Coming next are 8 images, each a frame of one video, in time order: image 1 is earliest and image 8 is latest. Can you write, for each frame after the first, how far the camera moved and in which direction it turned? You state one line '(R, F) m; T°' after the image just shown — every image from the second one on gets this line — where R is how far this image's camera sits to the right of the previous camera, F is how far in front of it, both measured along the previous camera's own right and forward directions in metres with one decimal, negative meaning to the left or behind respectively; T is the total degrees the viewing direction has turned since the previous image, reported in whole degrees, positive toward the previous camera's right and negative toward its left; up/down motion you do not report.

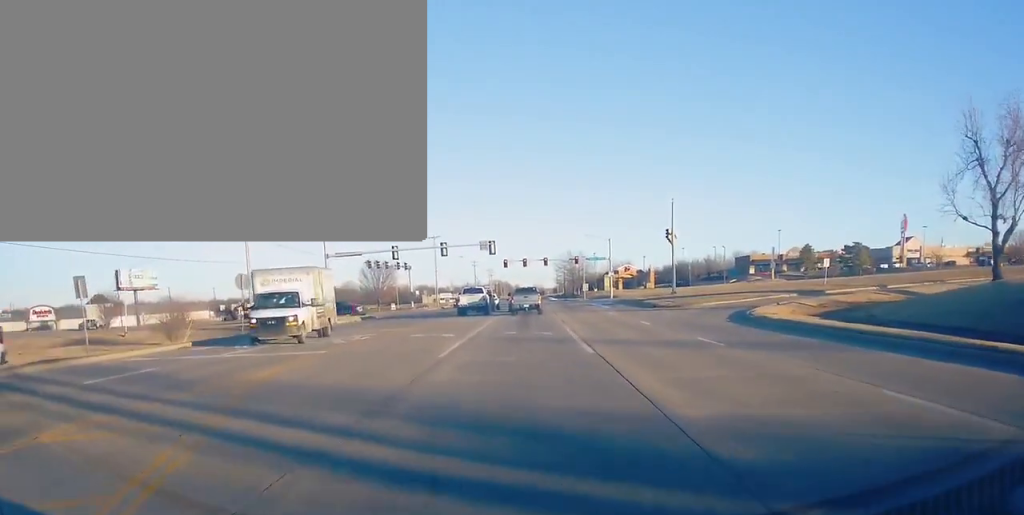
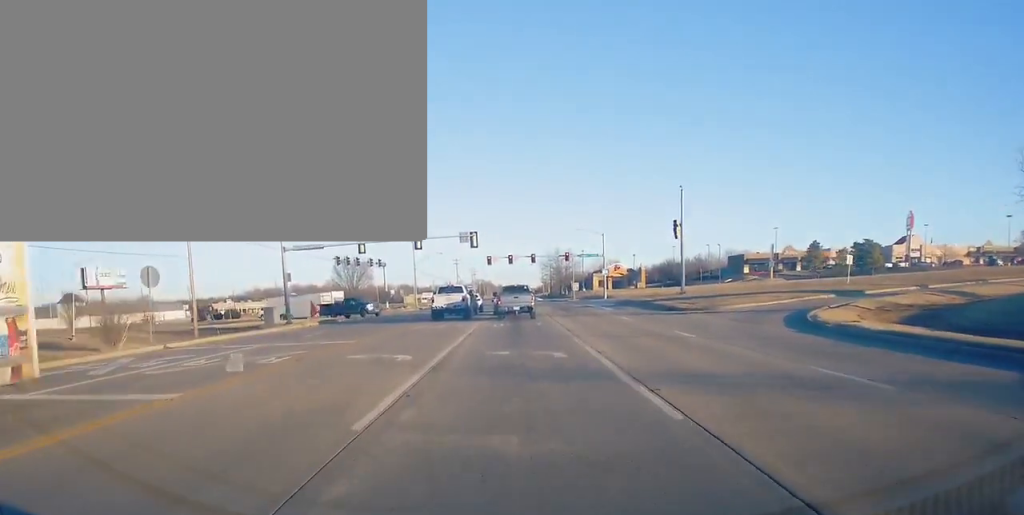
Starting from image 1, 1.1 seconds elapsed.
(+0.2, +10.2) m; +3°
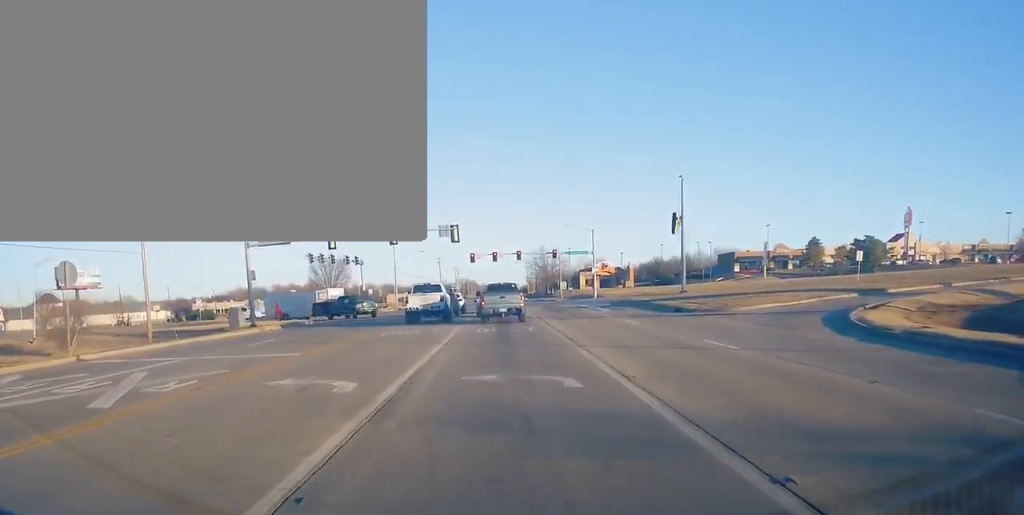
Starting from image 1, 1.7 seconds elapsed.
(+0.1, +5.9) m; +1°
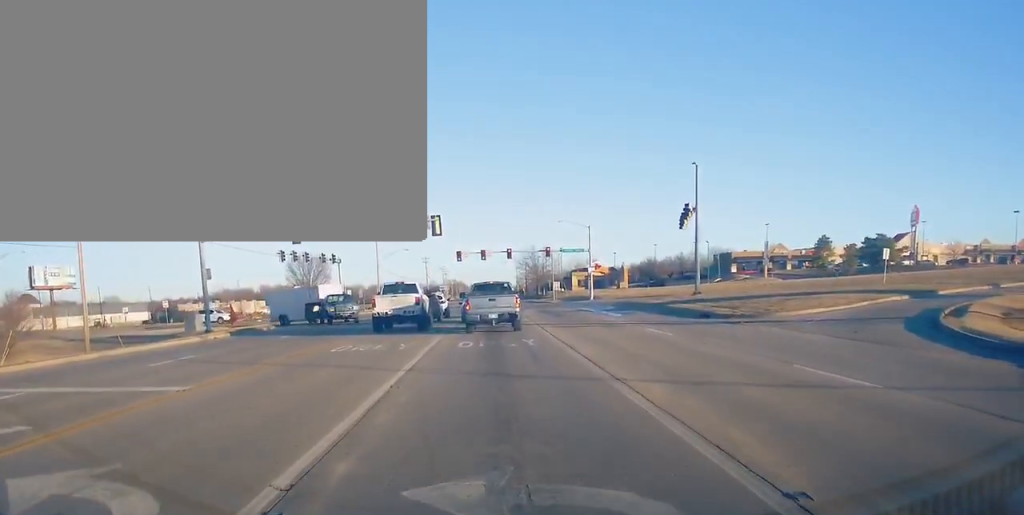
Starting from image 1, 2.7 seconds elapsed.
(0.0, +7.7) m; 0°
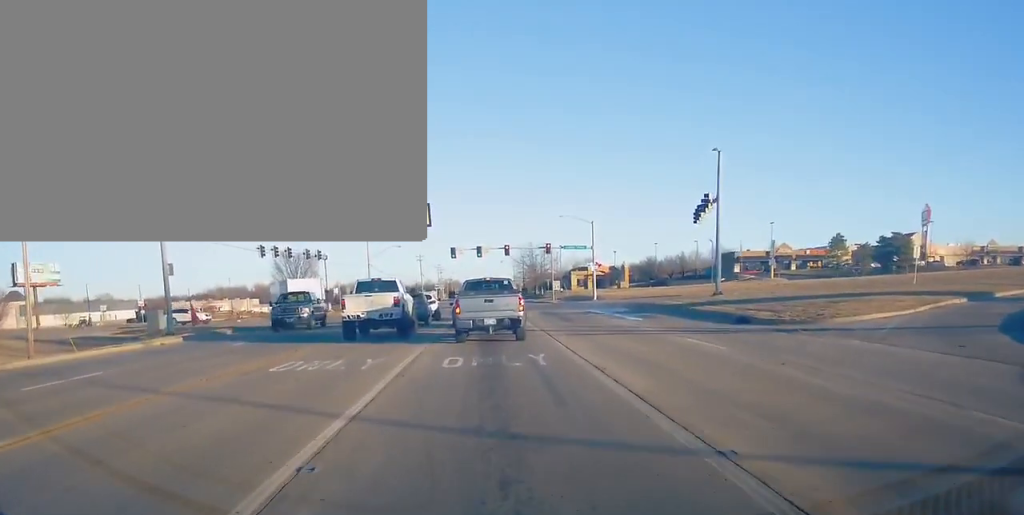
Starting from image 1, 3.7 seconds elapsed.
(0.0, +6.0) m; 0°
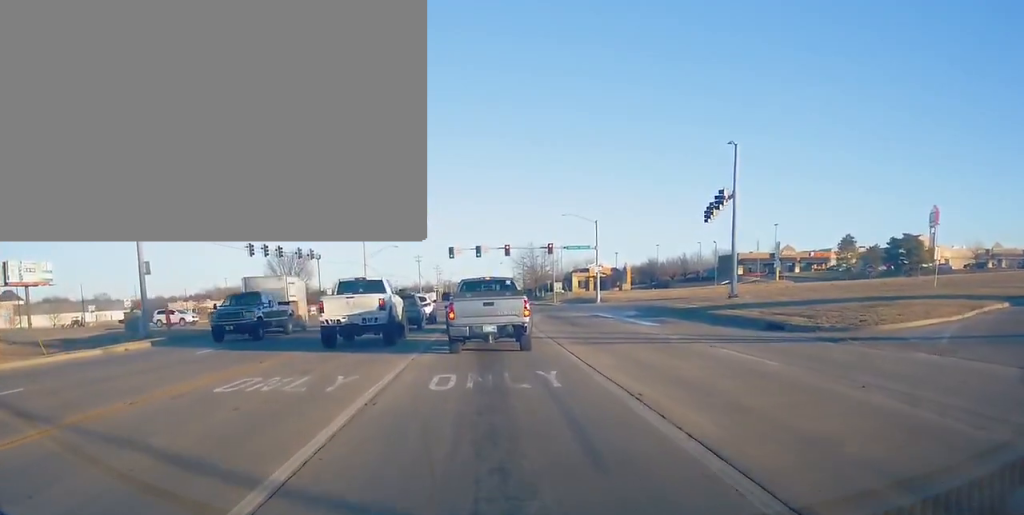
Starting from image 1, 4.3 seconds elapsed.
(0.0, +3.4) m; 0°
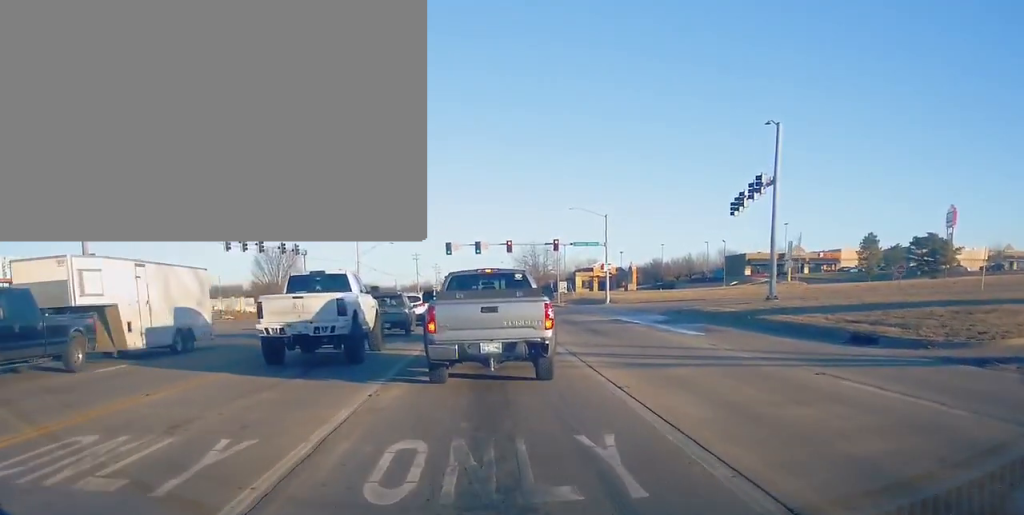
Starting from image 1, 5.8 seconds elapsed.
(0.0, +6.5) m; 0°
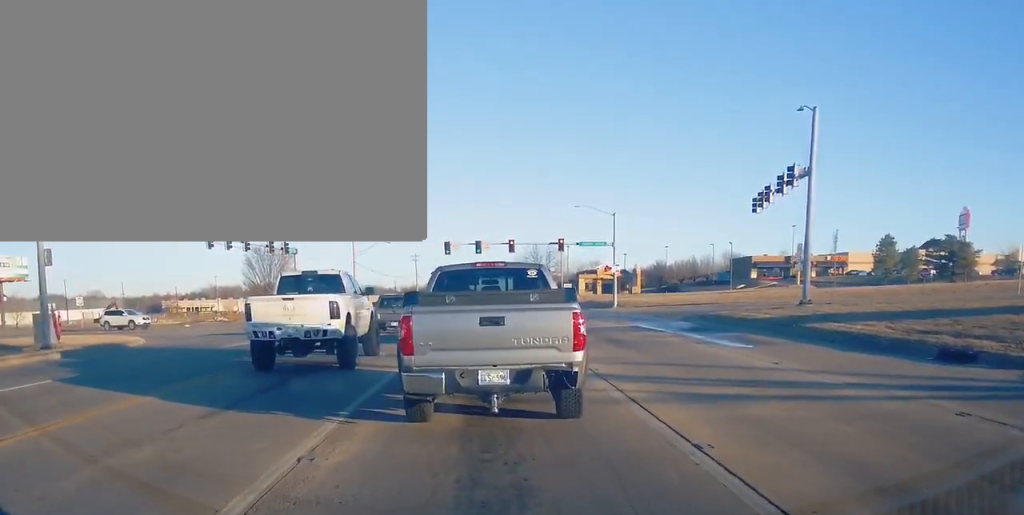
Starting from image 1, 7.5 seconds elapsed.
(0.0, +4.3) m; 0°
